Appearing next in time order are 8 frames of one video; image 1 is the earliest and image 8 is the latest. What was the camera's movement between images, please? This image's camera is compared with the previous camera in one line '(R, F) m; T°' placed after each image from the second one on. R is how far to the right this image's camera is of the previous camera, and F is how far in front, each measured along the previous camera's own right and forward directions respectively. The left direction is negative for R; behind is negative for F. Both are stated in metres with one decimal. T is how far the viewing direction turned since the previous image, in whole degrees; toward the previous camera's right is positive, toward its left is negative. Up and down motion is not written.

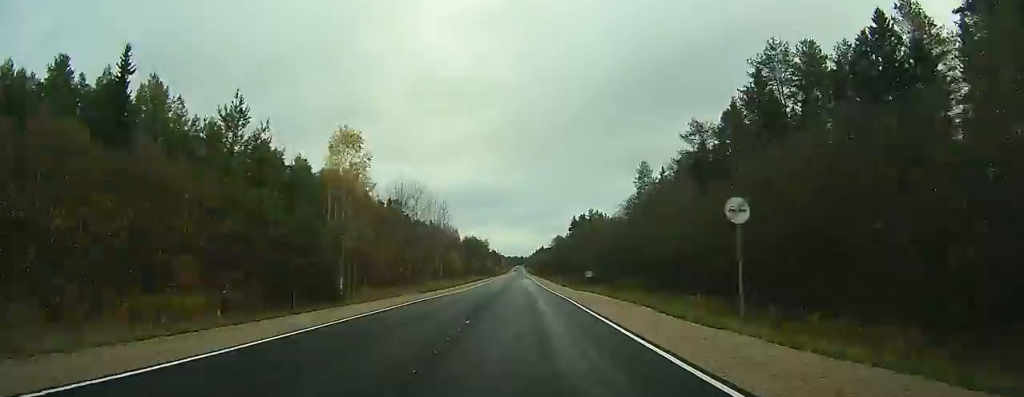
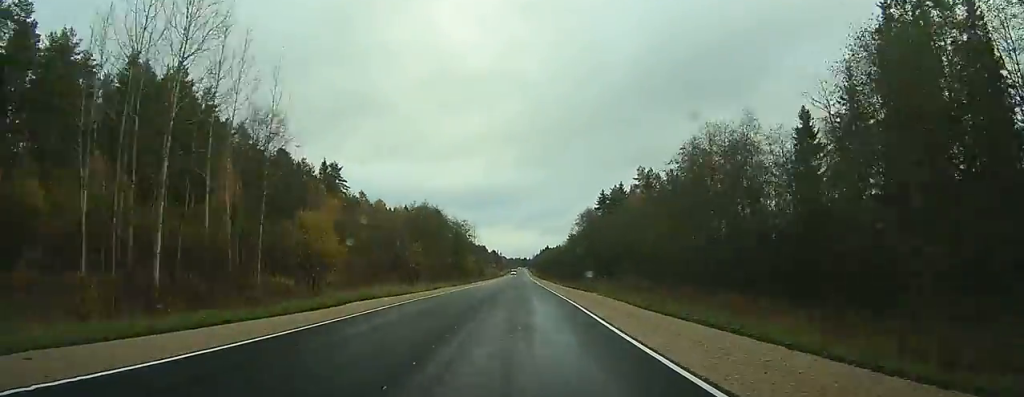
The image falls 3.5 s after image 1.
(0.0, +82.0) m; 0°
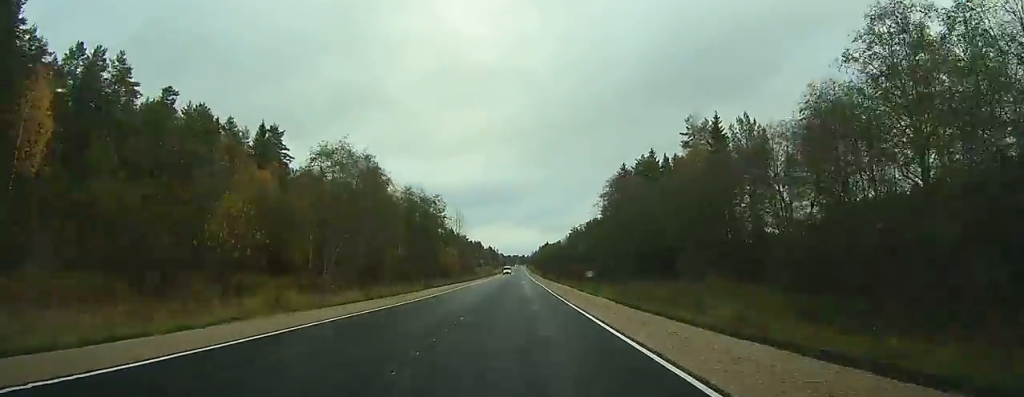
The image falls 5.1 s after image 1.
(0.0, +38.1) m; 0°
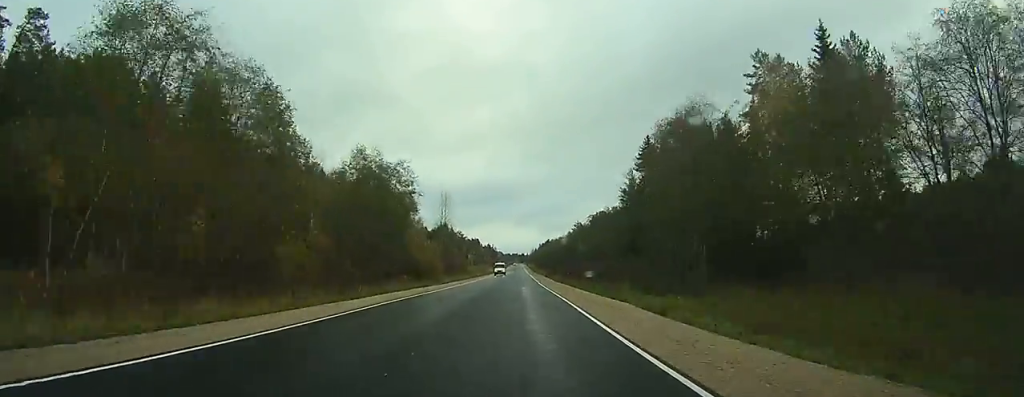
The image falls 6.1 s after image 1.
(0.0, +25.5) m; 0°
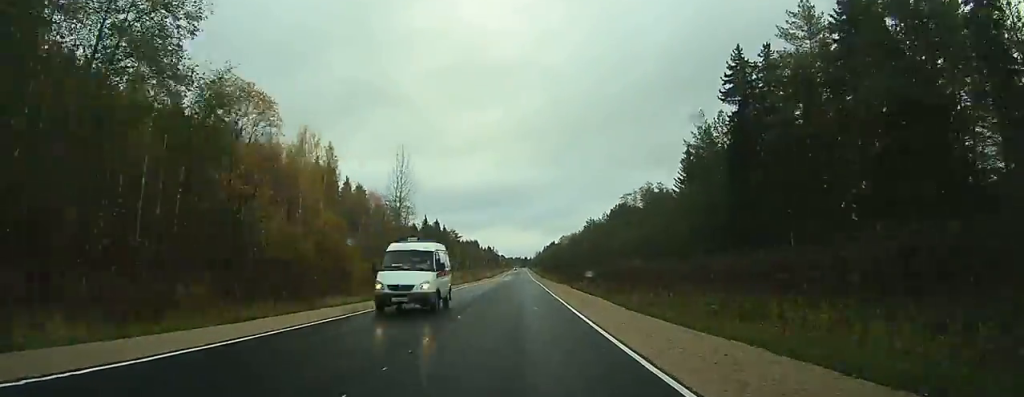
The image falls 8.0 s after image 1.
(-0.1, +44.9) m; 0°
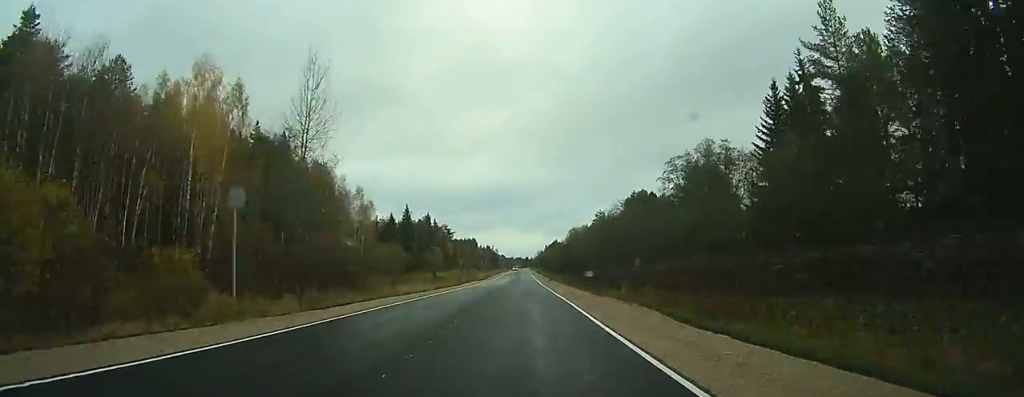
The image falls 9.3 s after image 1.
(0.0, +32.4) m; 0°
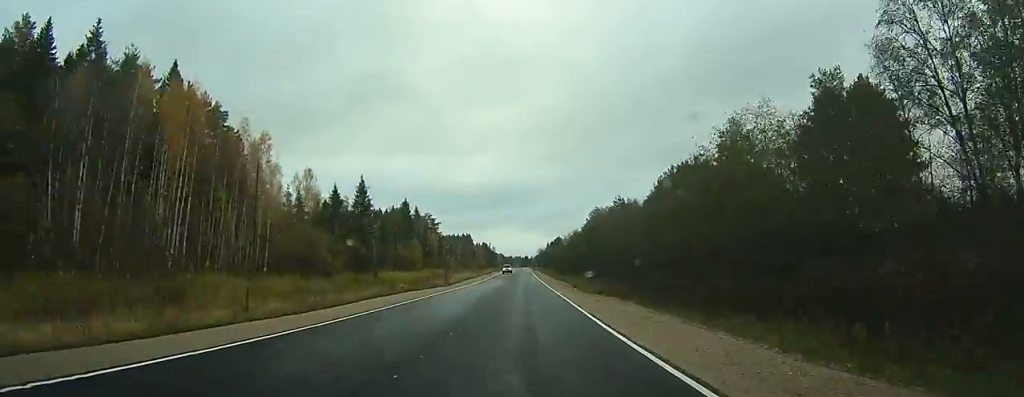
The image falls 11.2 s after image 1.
(0.0, +45.5) m; 0°
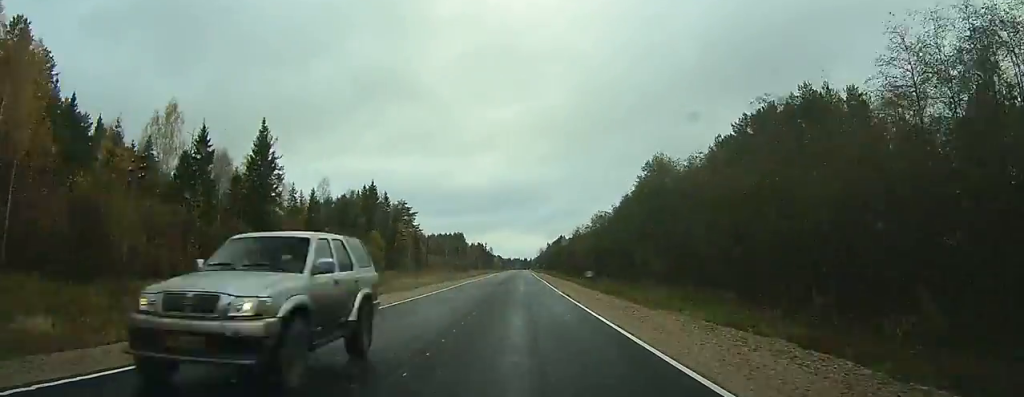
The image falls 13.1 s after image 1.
(-0.1, +45.6) m; 0°
